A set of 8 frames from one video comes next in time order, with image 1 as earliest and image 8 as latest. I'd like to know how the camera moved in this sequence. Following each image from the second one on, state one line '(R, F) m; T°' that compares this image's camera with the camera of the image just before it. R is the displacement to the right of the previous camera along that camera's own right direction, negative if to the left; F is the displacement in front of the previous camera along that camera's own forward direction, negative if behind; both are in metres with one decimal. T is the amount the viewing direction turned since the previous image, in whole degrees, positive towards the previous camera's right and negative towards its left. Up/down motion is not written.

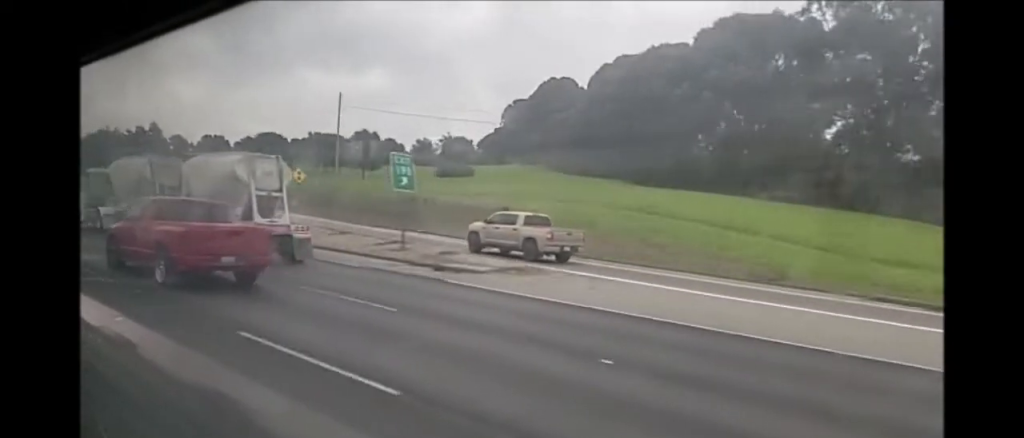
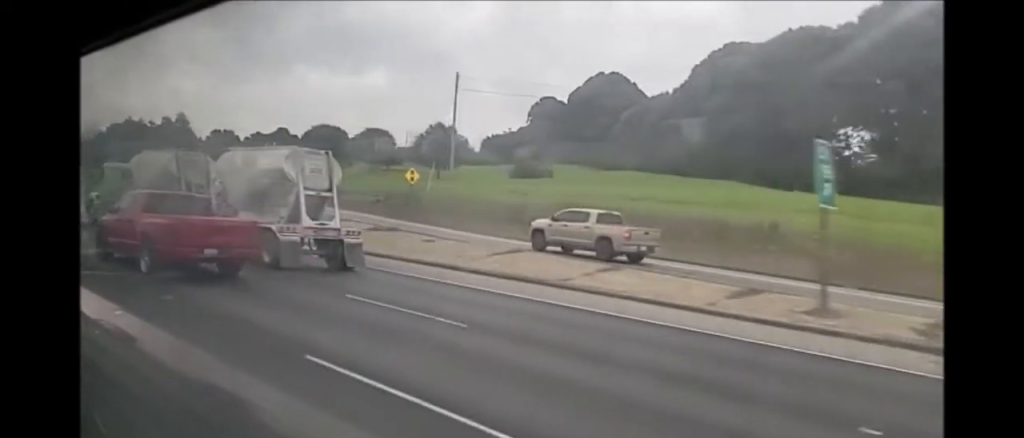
(0.0, +16.5) m; 0°
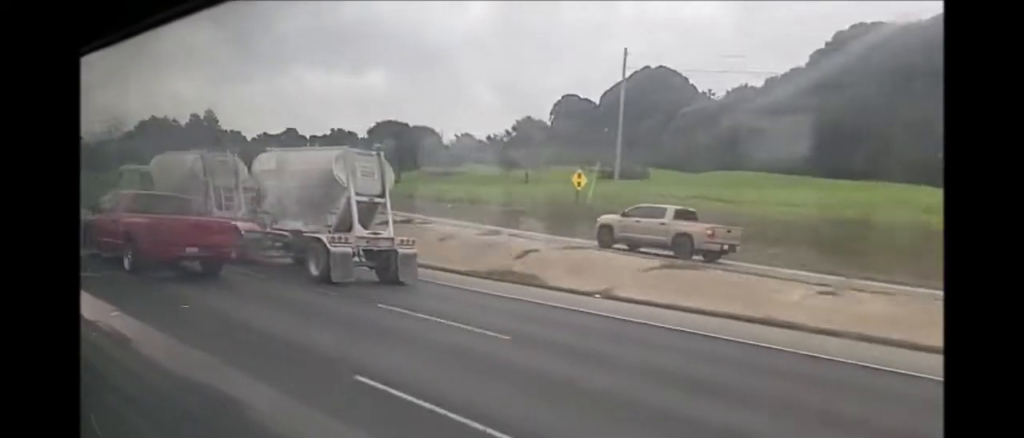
(+0.3, +15.6) m; 0°
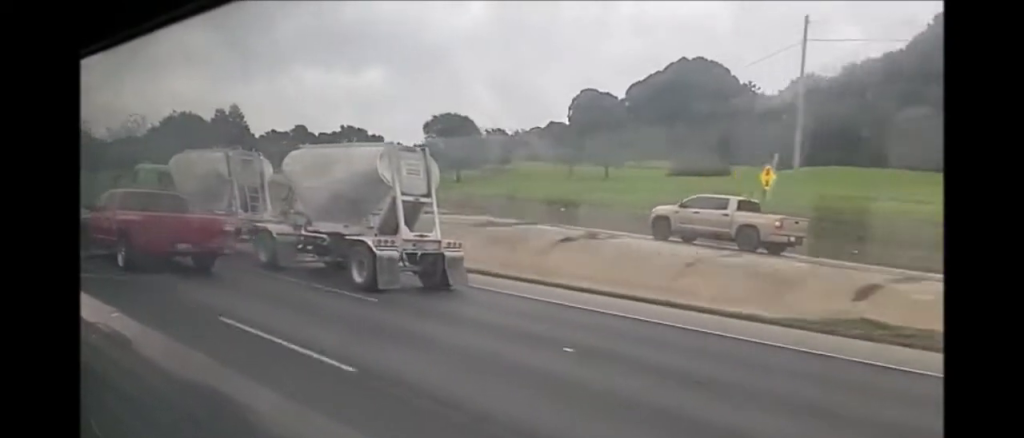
(-0.1, +10.4) m; 0°
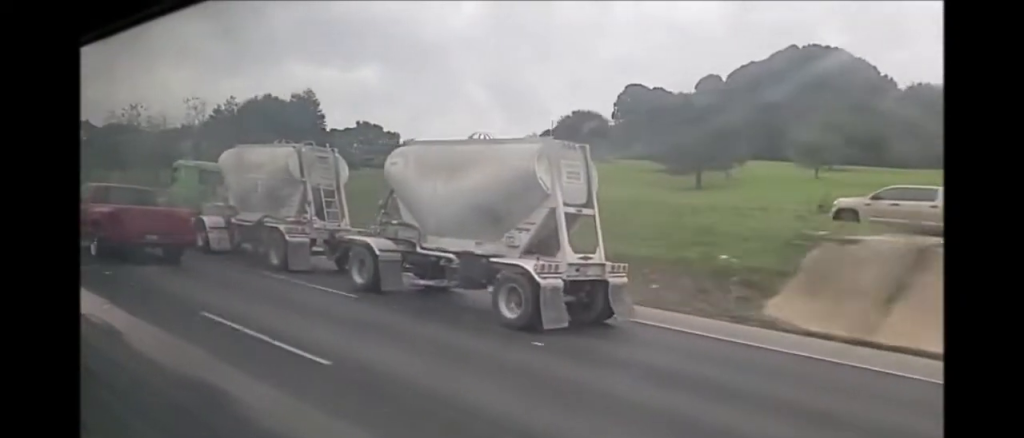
(-0.3, +28.7) m; 0°
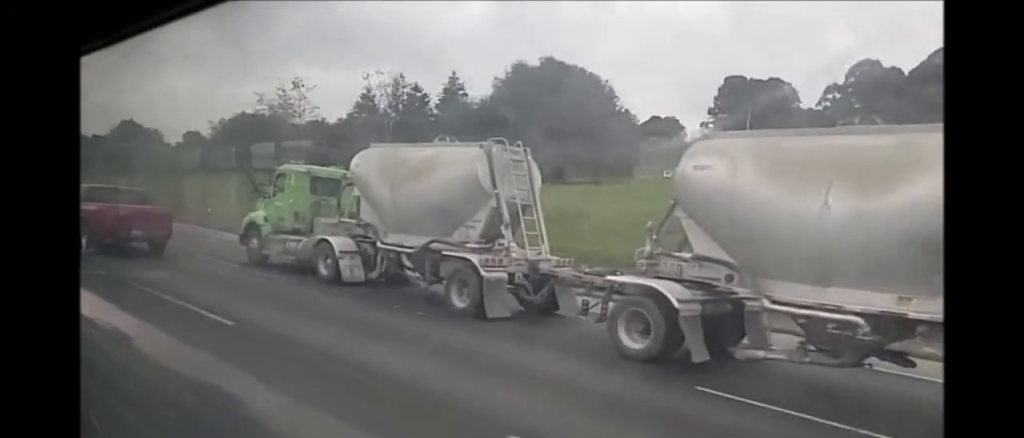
(+0.6, +39.9) m; 0°
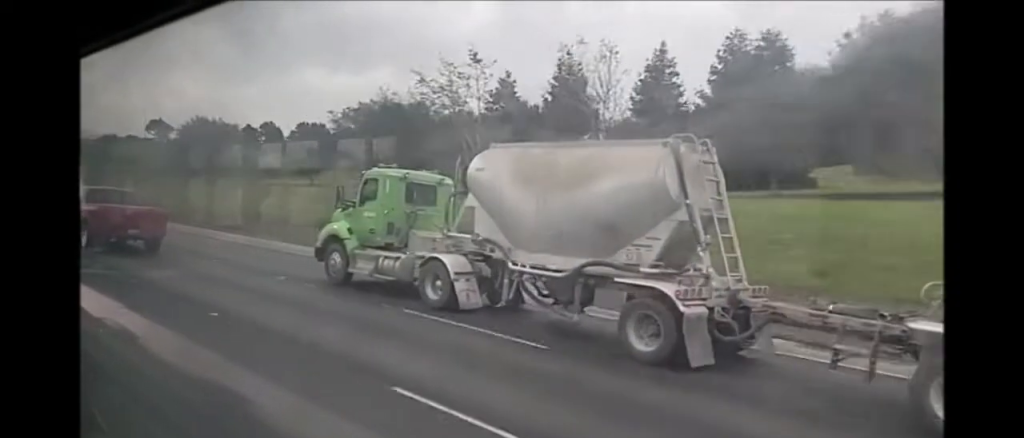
(-0.4, +22.6) m; 0°
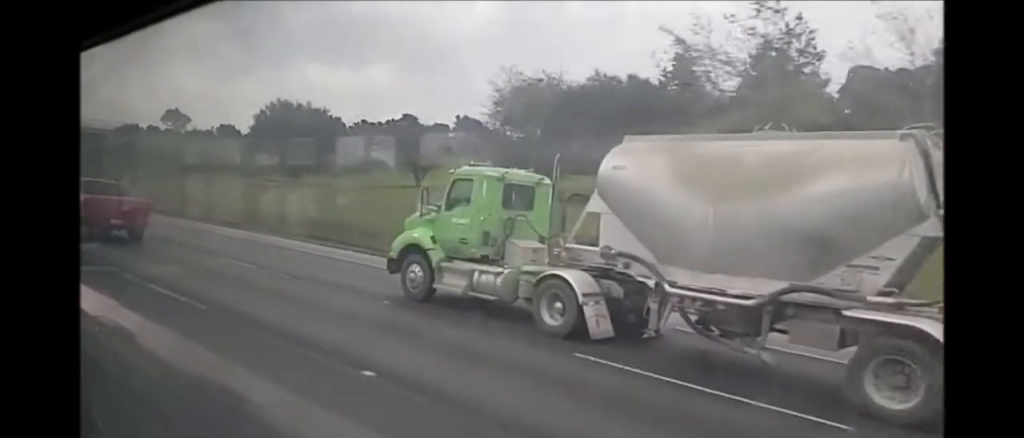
(+0.1, +19.1) m; 0°
